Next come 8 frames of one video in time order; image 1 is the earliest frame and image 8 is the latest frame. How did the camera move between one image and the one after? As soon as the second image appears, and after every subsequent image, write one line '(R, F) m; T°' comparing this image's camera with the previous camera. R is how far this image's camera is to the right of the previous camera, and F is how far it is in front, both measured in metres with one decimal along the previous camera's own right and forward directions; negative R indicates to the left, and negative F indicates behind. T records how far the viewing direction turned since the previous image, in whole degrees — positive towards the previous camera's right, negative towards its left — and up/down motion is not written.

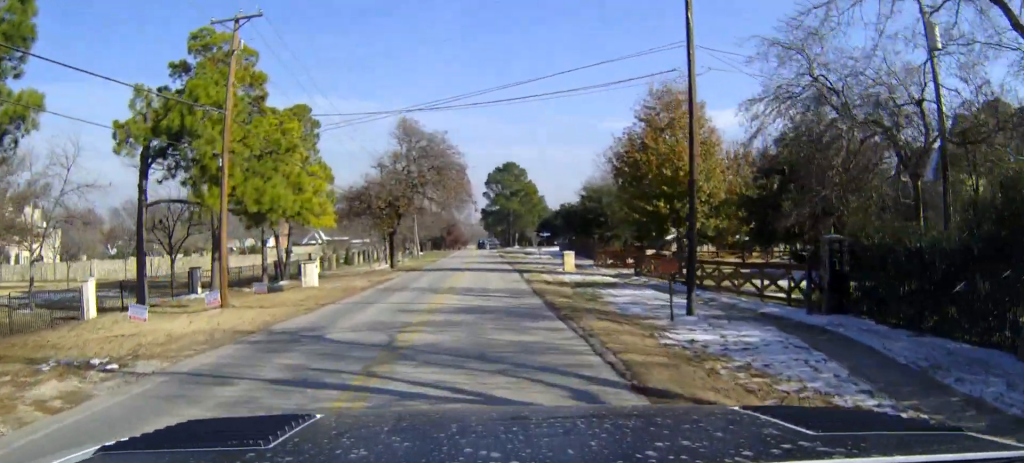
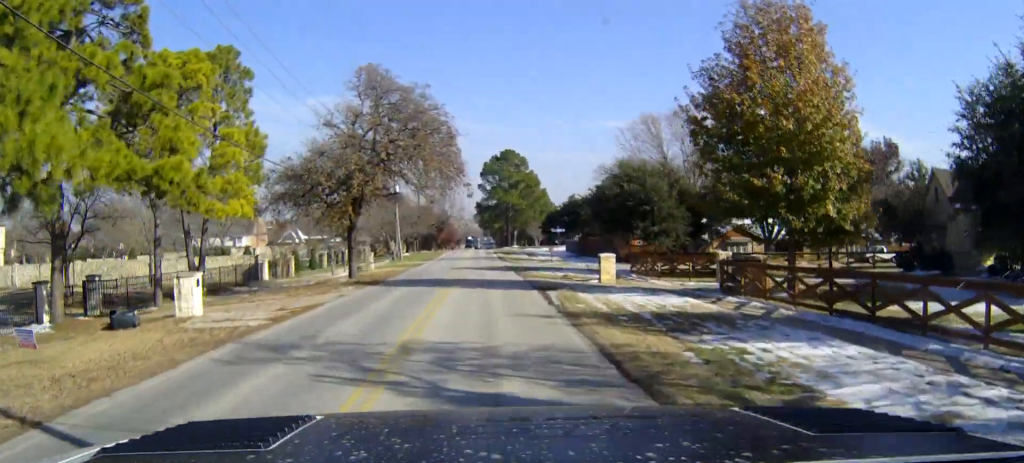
(0.0, +17.5) m; +1°
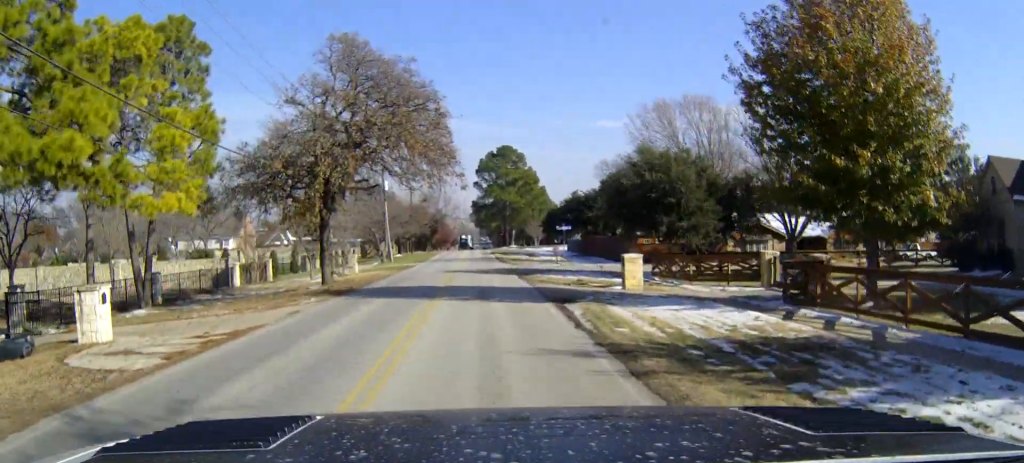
(0.0, +6.6) m; 0°
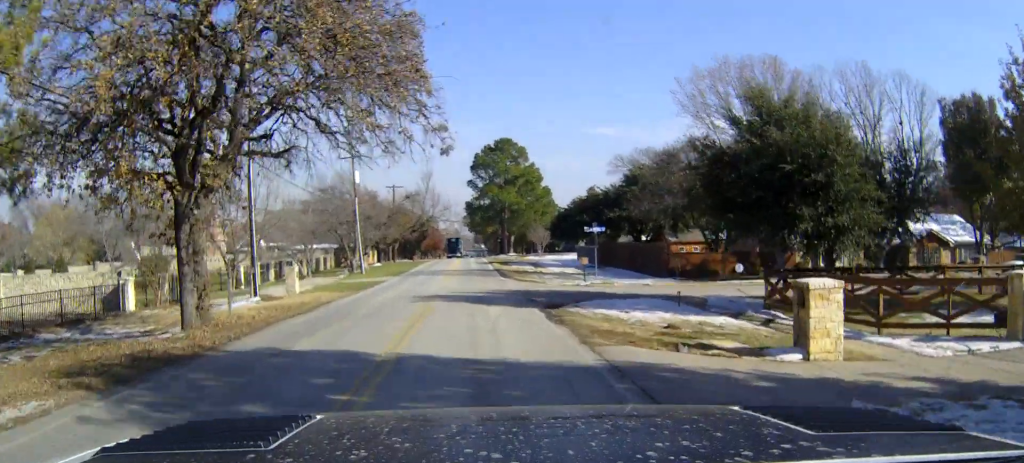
(+0.1, +16.9) m; +1°
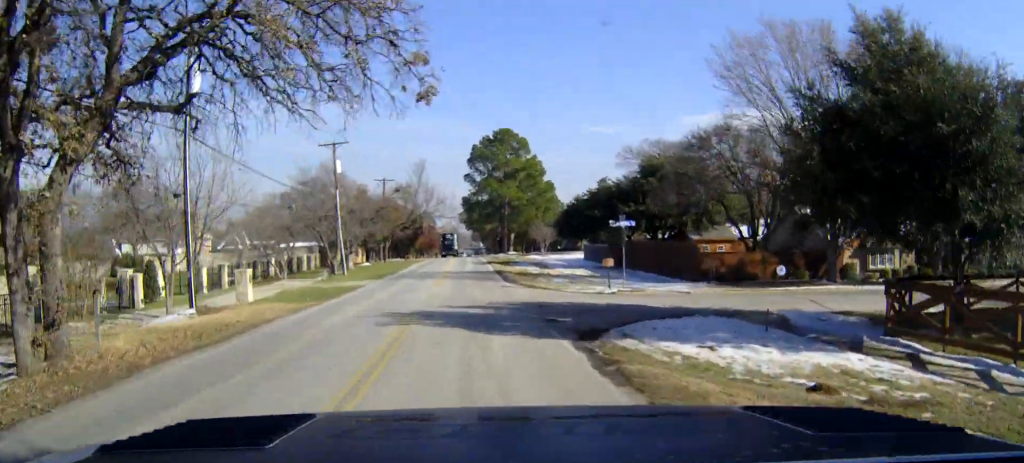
(0.0, +7.8) m; 0°
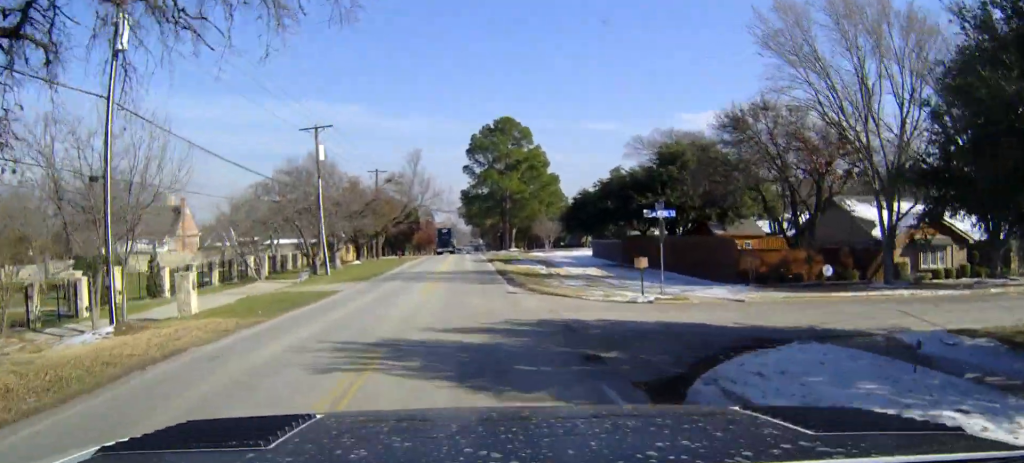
(0.0, +6.4) m; 0°
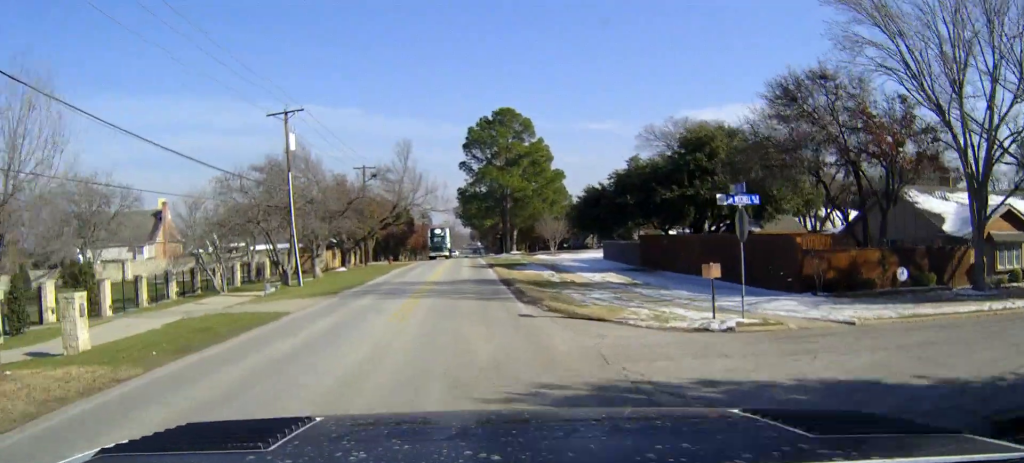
(0.0, +7.7) m; 0°
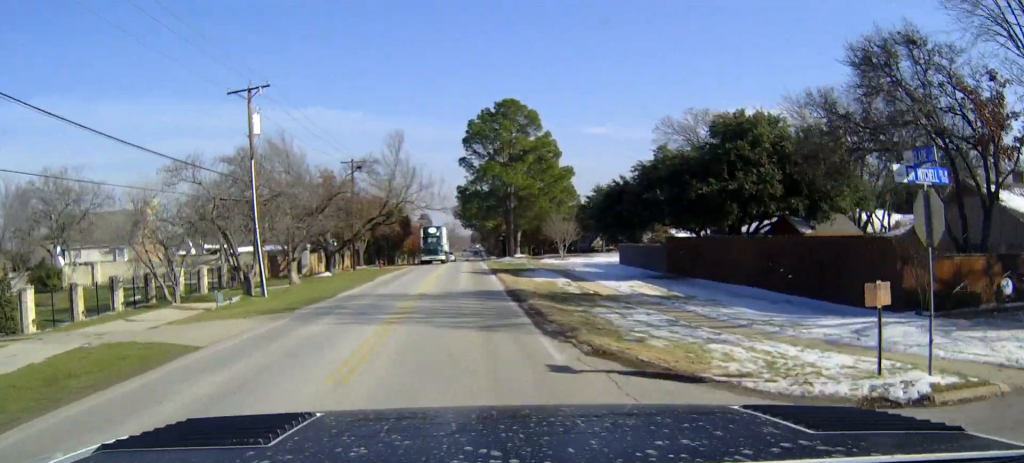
(0.0, +7.7) m; 0°
